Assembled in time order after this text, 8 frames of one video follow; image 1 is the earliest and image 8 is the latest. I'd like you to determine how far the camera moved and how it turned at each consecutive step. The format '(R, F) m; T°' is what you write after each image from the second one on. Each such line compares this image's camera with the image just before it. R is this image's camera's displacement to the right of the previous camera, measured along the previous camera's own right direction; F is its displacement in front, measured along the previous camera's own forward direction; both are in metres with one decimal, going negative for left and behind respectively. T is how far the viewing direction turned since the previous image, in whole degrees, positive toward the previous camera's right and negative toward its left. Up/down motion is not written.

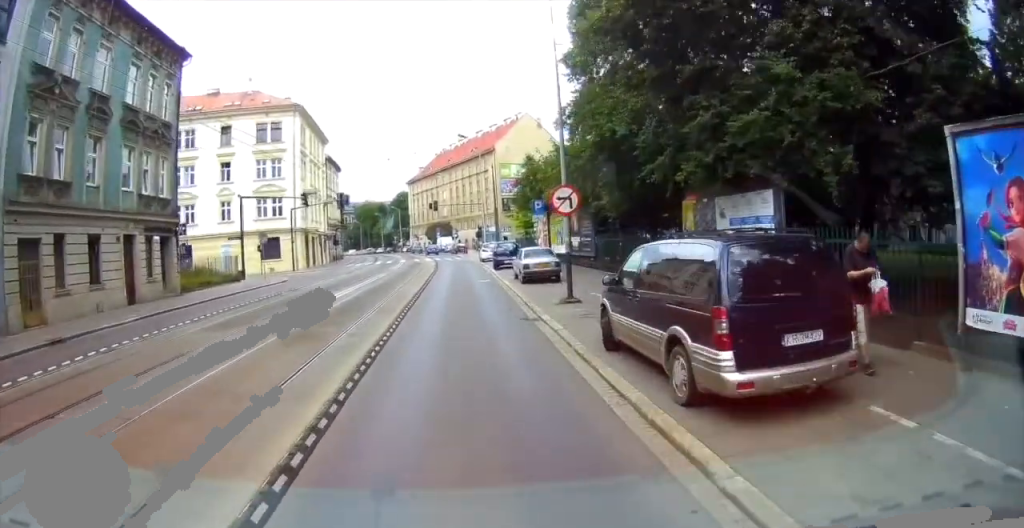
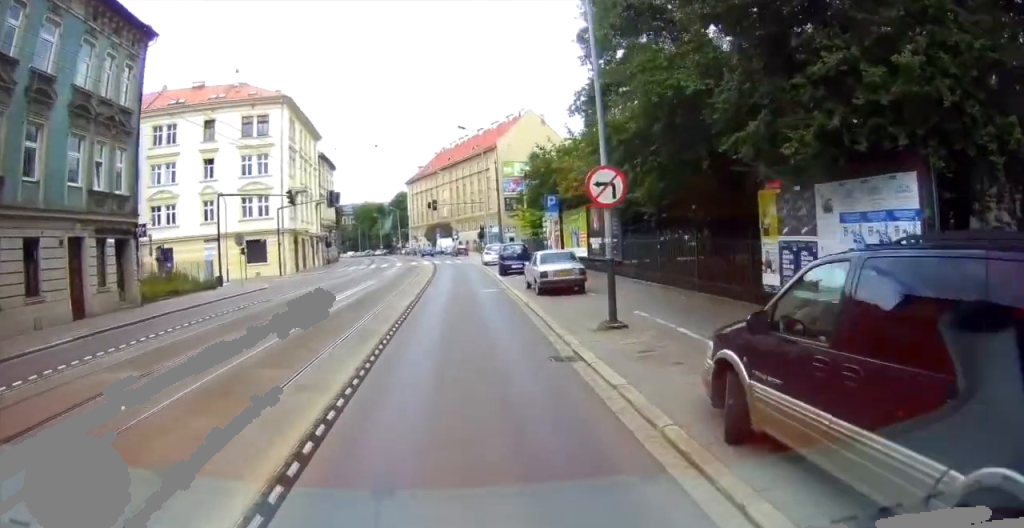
(-0.3, +4.6) m; +4°
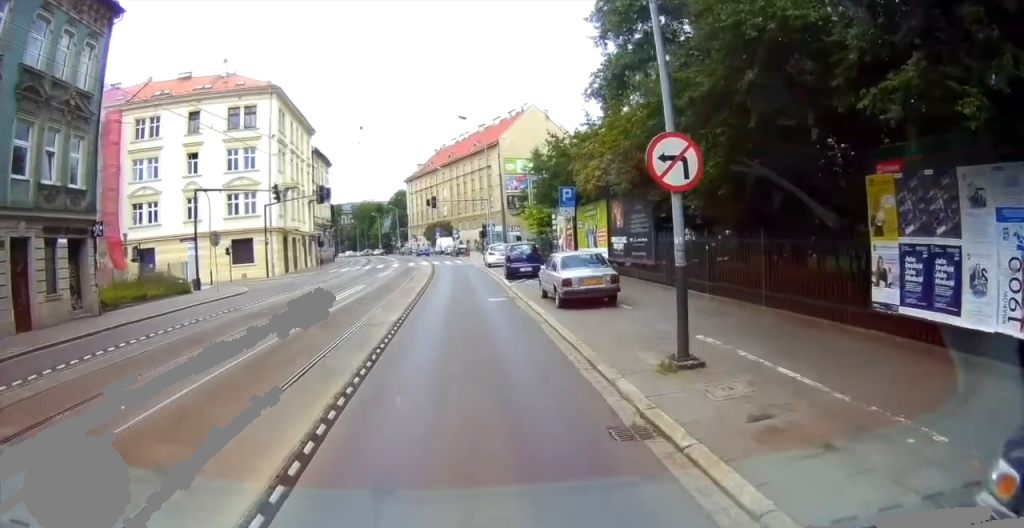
(+0.4, +3.9) m; +2°
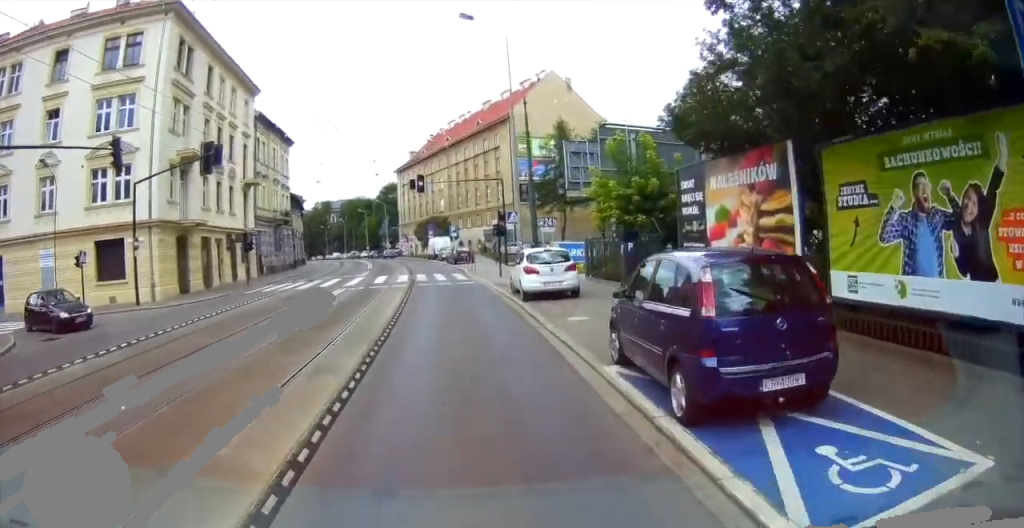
(+1.7, +21.7) m; +8°
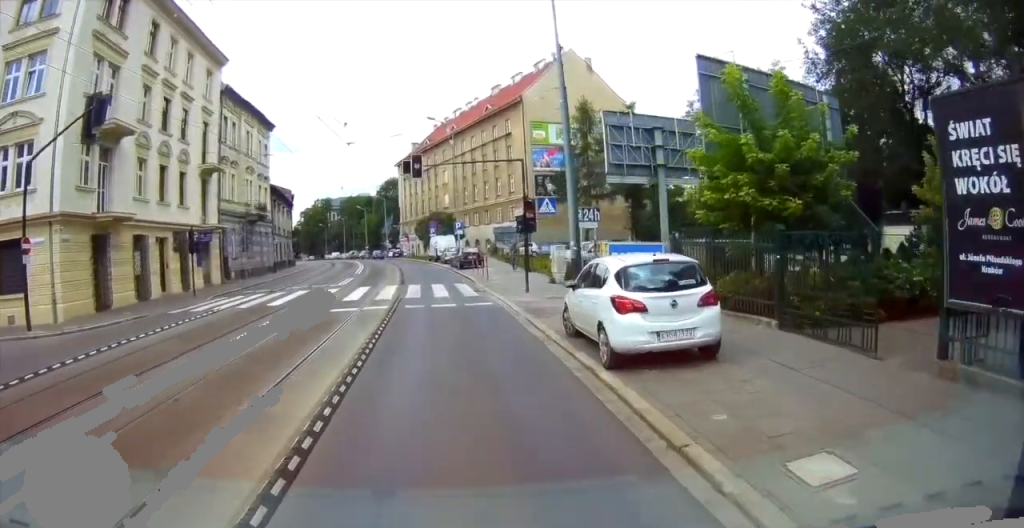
(-0.5, +9.6) m; +1°
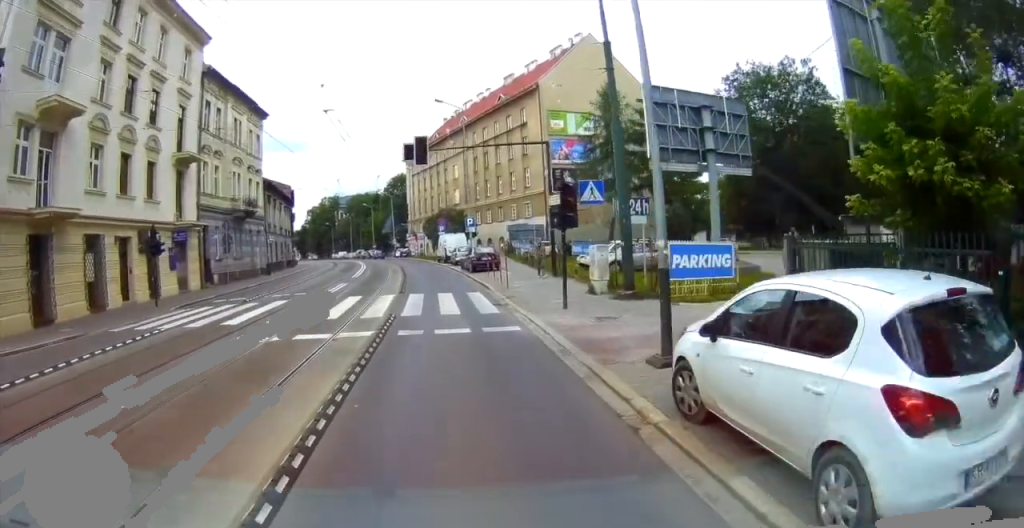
(+0.3, +4.9) m; +5°
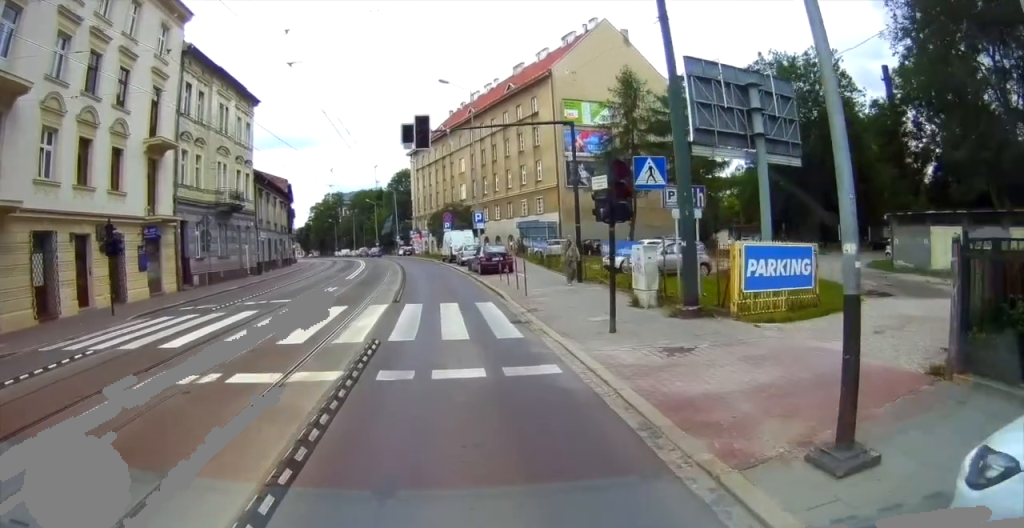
(+0.4, +4.3) m; +3°
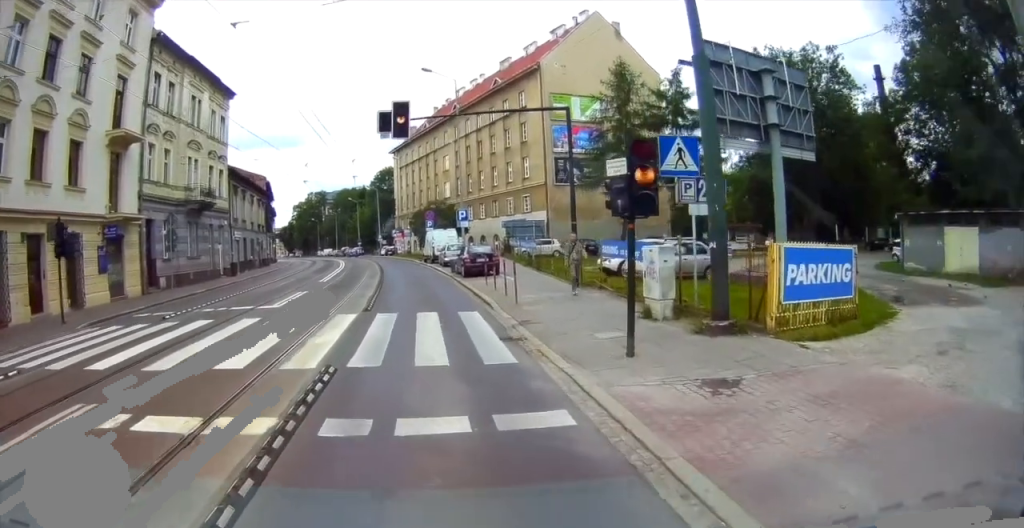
(-0.4, +2.7) m; +2°
